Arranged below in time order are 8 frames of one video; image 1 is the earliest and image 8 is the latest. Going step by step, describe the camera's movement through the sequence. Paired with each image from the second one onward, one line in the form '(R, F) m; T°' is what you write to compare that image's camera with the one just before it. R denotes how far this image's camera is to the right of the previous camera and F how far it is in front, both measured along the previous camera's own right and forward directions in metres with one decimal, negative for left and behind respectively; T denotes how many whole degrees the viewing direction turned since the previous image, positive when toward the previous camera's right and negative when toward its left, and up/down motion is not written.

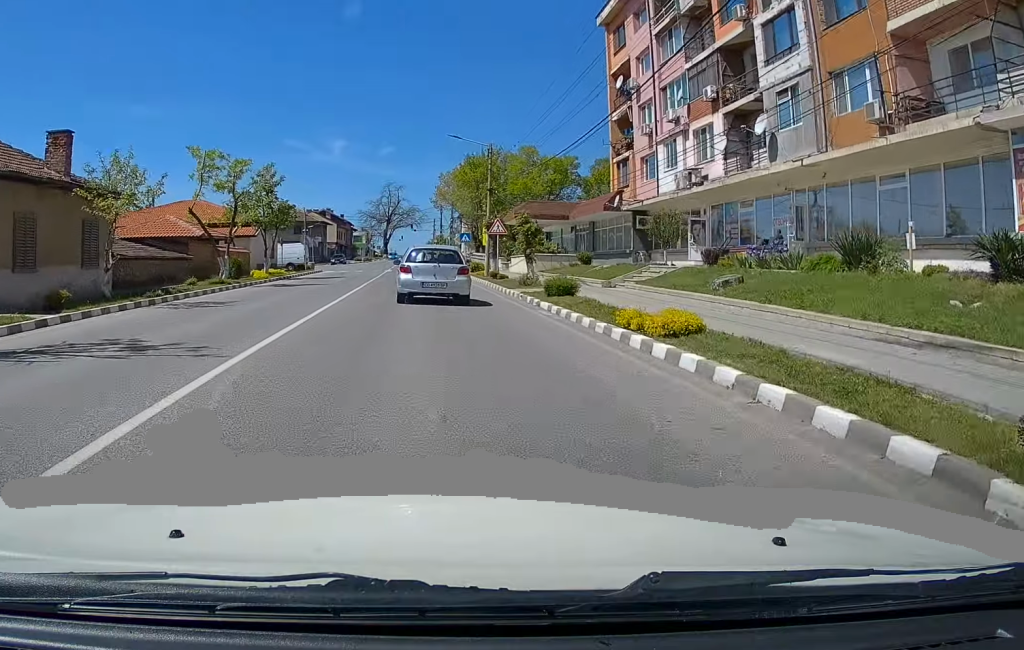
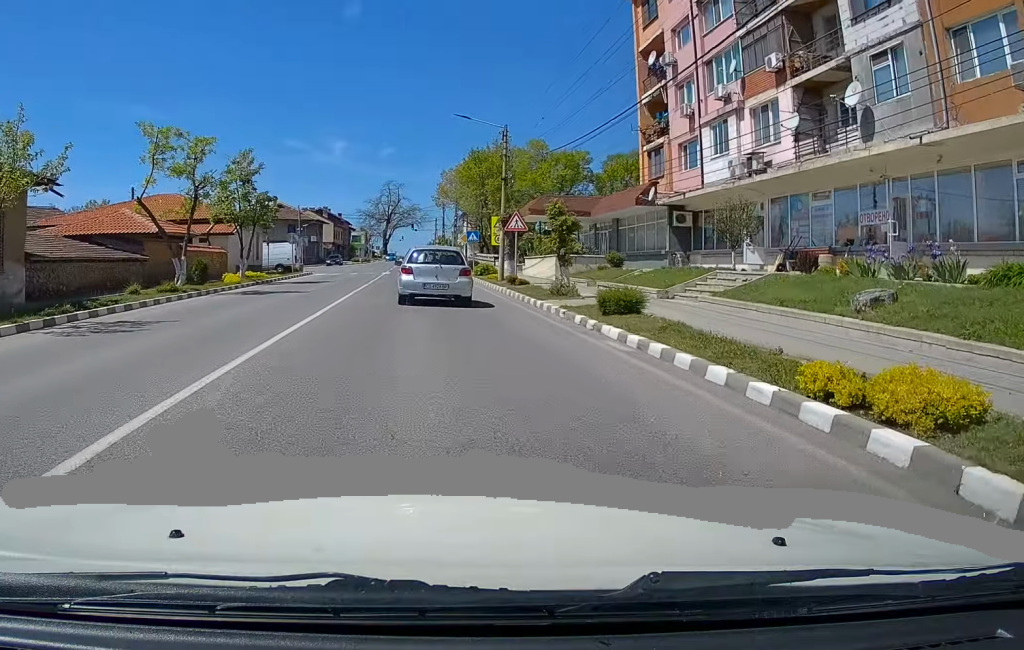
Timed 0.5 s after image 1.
(-0.1, +5.9) m; -1°
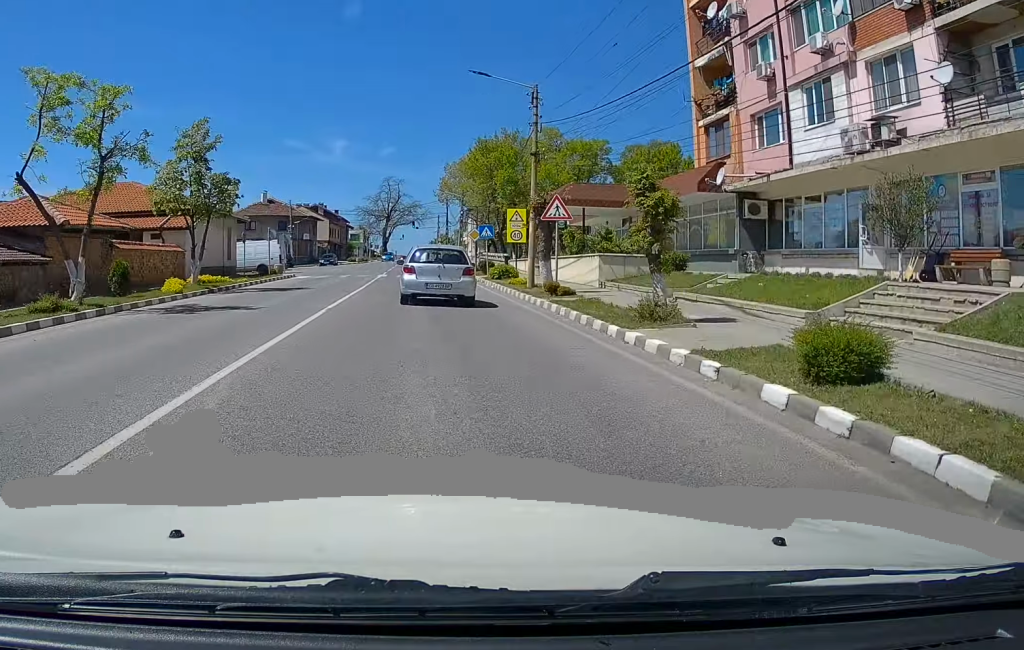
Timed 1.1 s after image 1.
(-0.1, +8.0) m; -1°
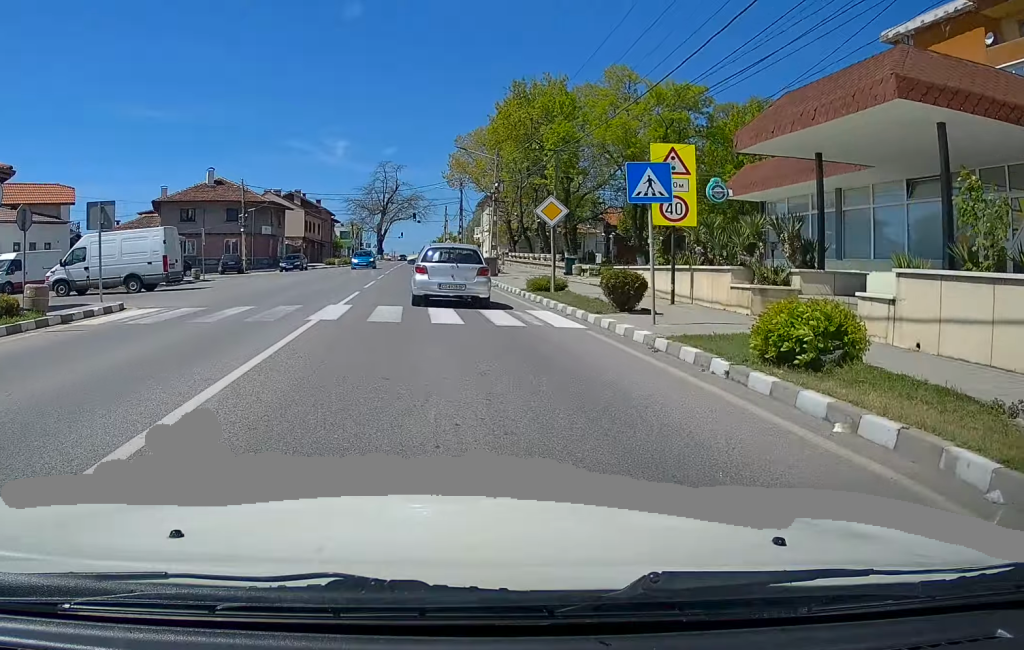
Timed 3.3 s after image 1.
(+0.7, +26.6) m; +3°
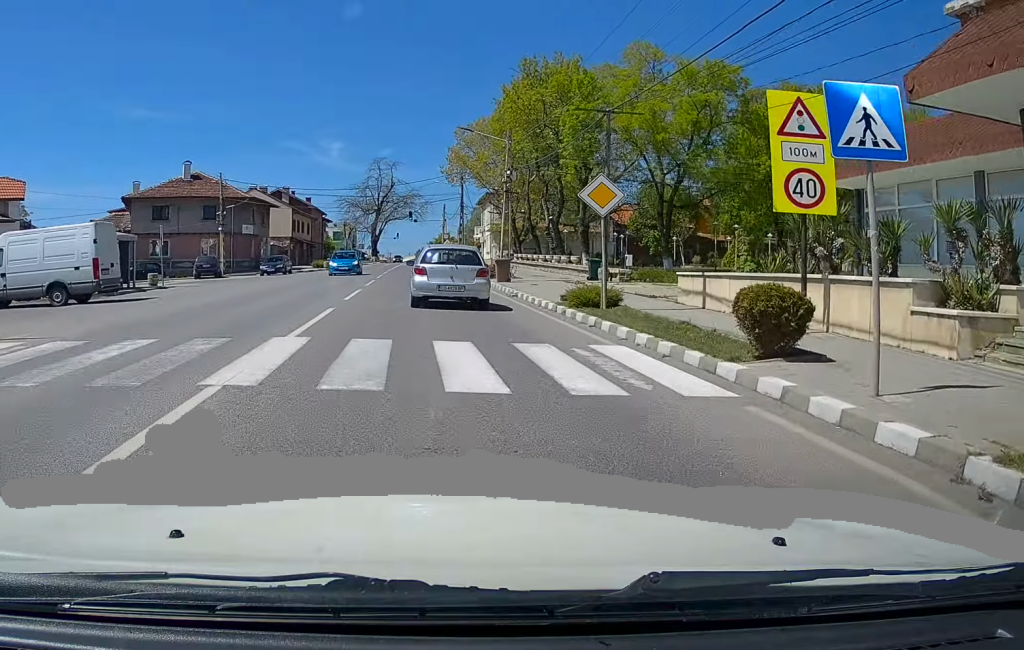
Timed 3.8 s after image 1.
(0.0, +6.4) m; 0°
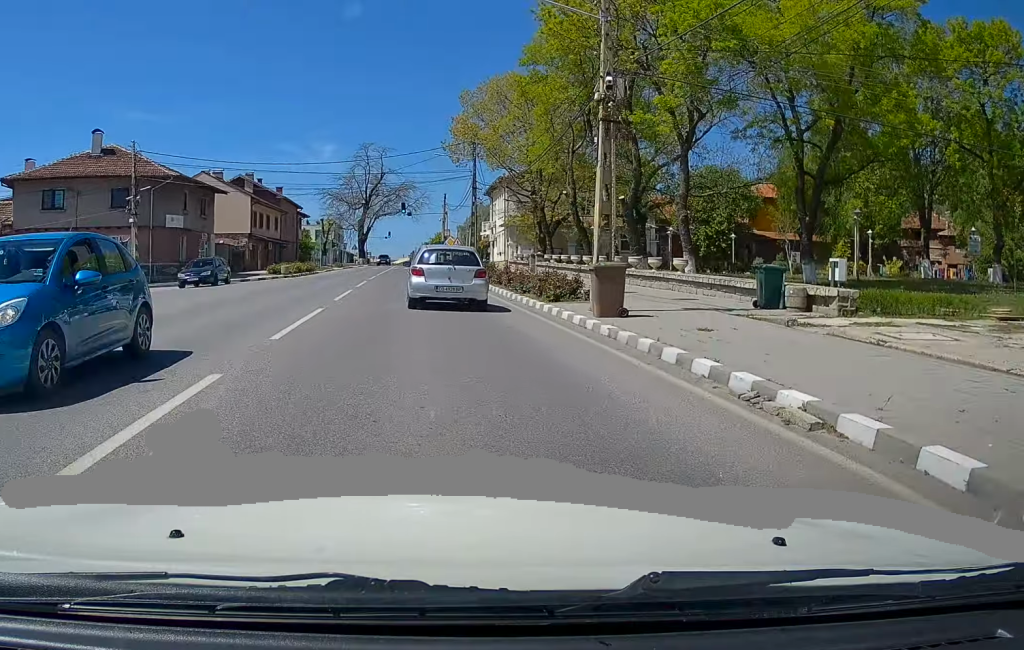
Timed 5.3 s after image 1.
(-0.3, +17.9) m; -2°
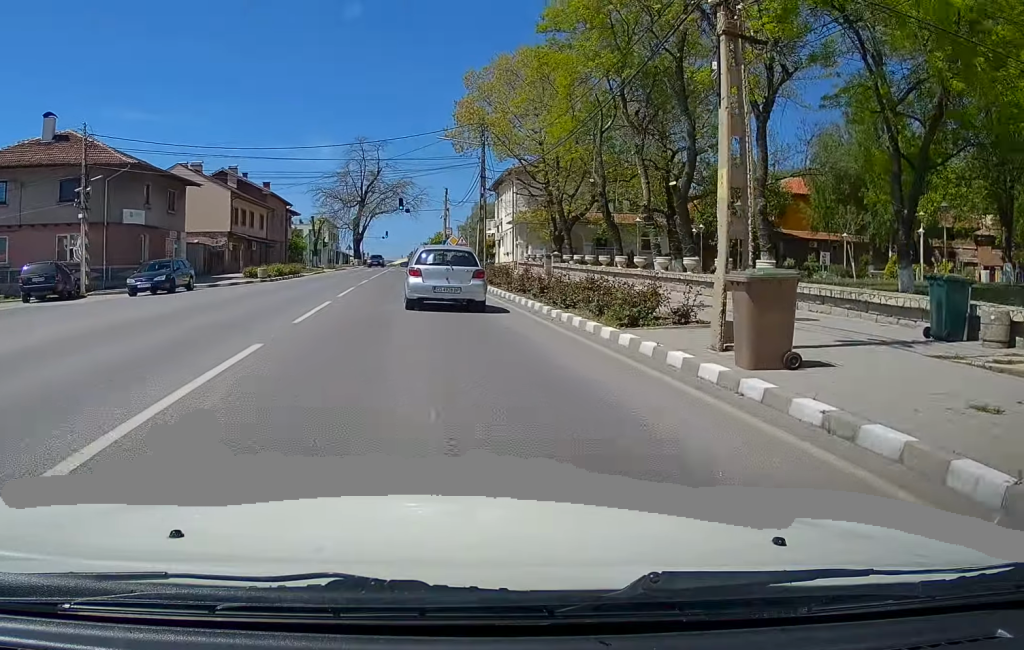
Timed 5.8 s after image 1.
(-0.2, +6.4) m; 0°
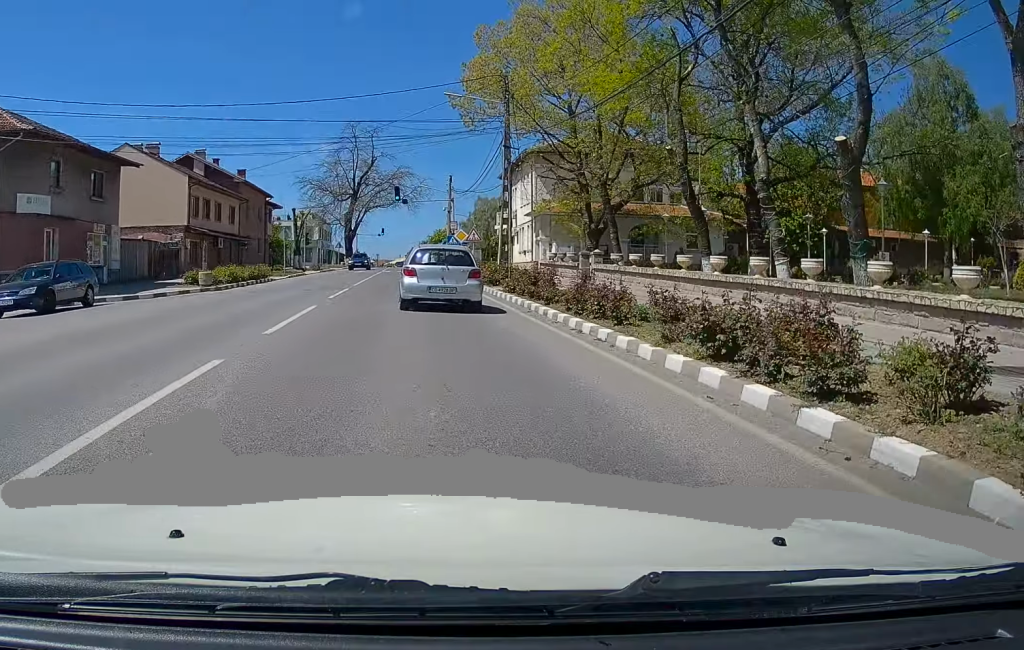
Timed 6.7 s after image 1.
(+0.2, +10.3) m; +2°
